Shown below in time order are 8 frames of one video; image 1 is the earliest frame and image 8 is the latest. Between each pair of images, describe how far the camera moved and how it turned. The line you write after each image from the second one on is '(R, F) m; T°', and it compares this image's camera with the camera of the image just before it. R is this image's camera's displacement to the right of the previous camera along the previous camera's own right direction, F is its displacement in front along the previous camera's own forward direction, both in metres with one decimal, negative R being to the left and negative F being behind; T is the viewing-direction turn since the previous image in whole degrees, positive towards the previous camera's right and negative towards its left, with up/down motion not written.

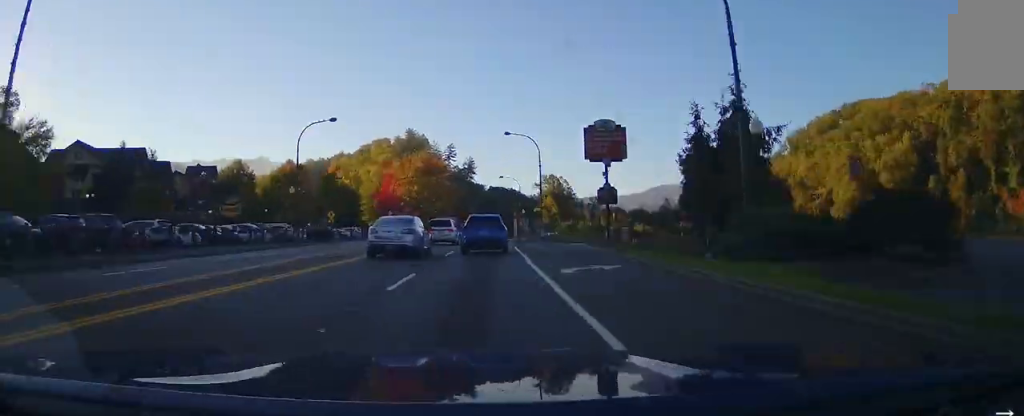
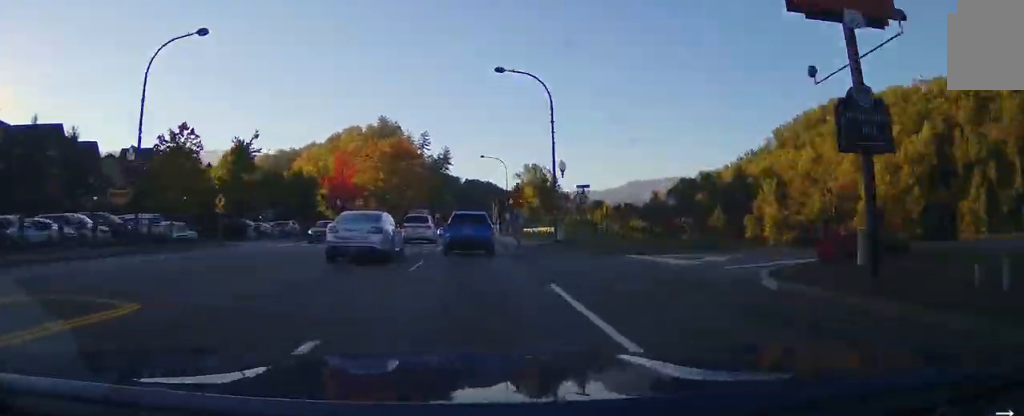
(+0.7, +18.9) m; +2°
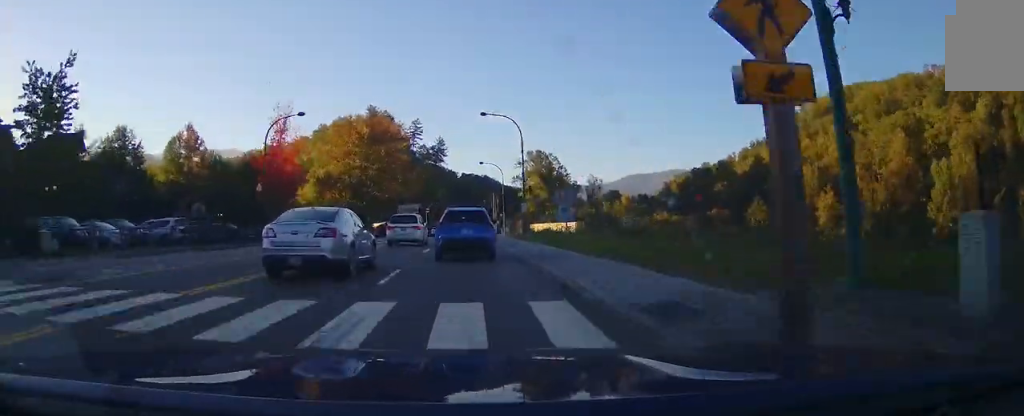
(+0.4, +22.6) m; 0°
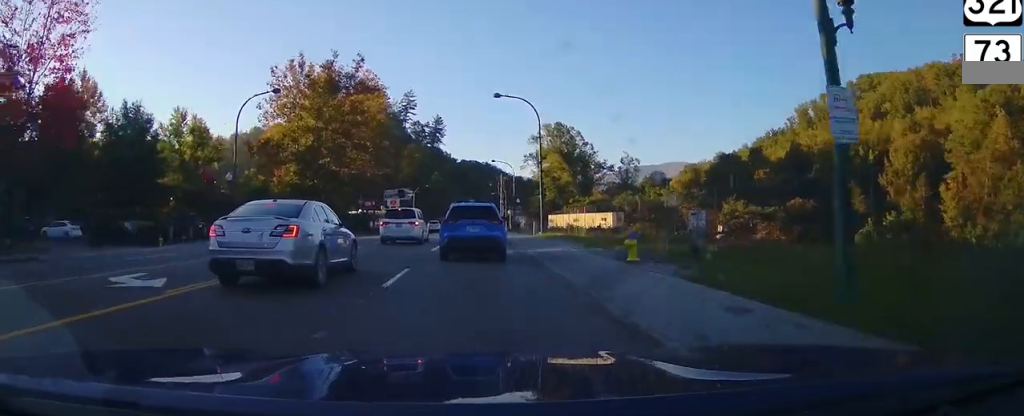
(0.0, +36.4) m; 0°
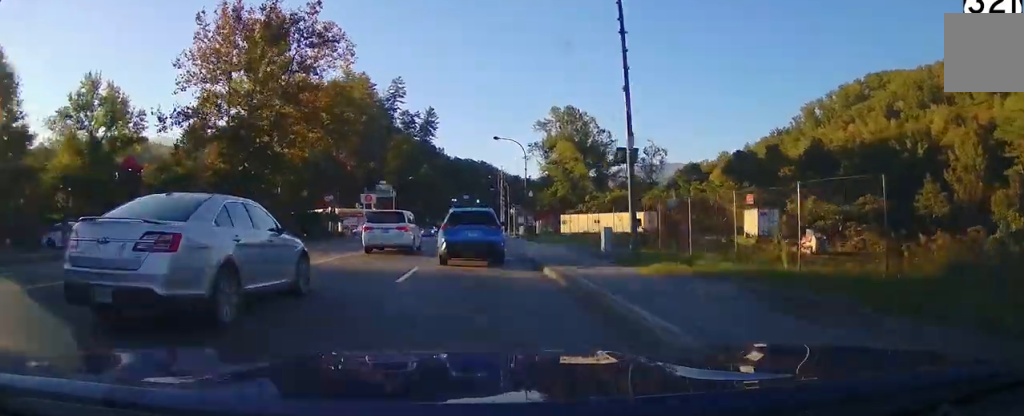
(-0.2, +23.9) m; 0°
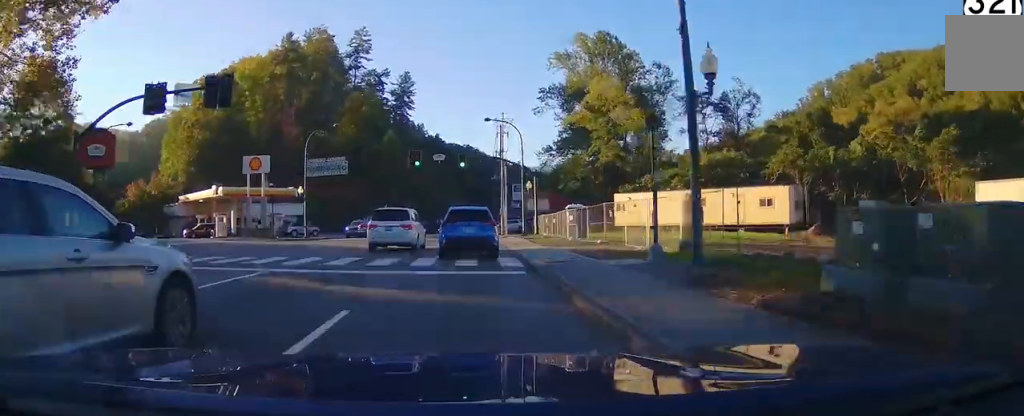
(+0.7, +48.7) m; +1°
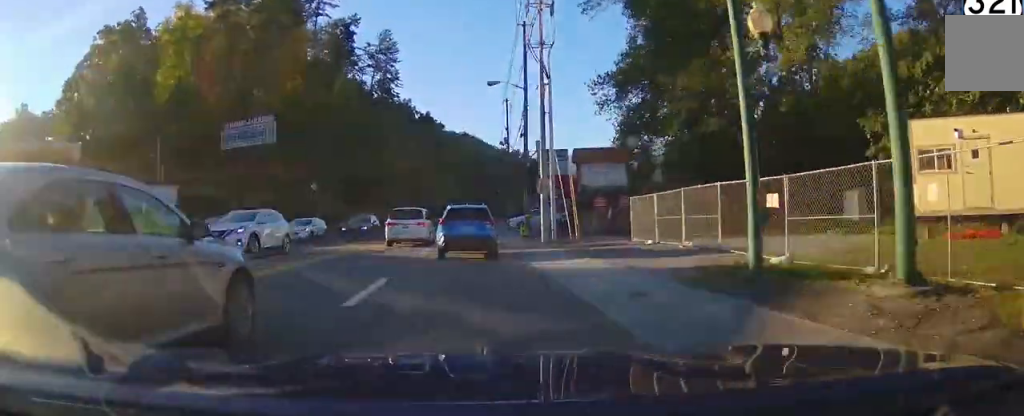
(+0.2, +38.6) m; +1°
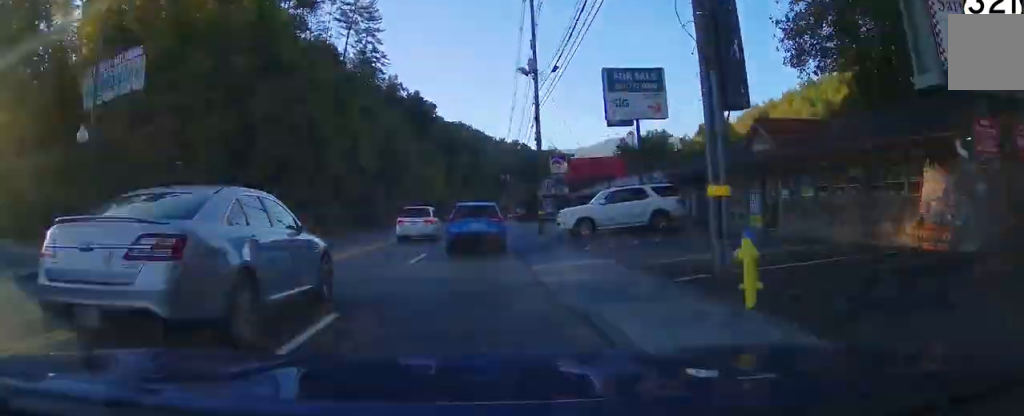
(-0.1, +28.5) m; +1°
